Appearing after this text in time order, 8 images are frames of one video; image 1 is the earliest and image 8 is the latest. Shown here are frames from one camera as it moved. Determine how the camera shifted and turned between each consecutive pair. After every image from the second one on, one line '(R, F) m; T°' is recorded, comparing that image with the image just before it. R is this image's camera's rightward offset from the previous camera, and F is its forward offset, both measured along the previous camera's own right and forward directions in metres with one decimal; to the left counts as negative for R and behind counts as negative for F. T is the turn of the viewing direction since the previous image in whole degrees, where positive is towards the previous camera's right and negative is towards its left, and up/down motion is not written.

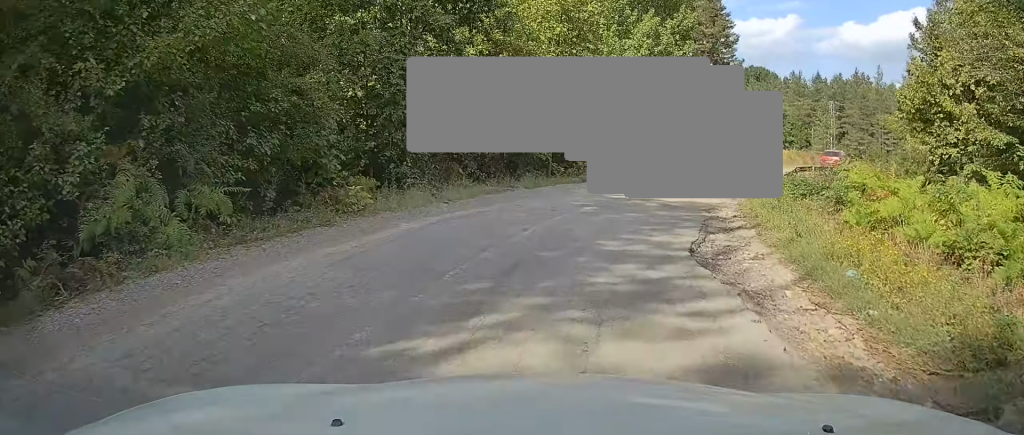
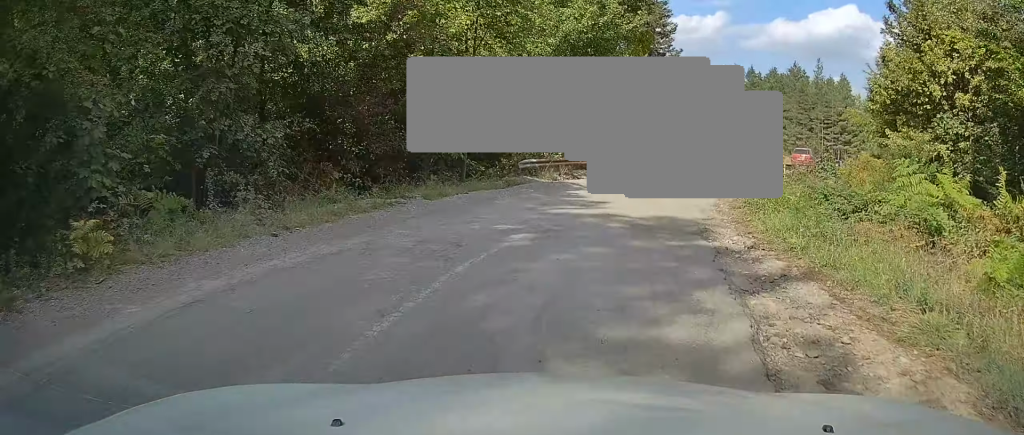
(0.0, +5.7) m; +6°
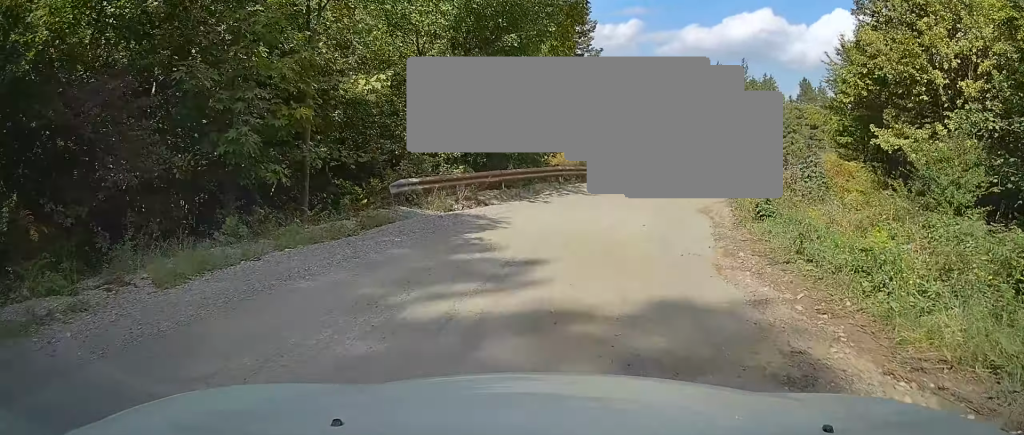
(+0.8, +6.8) m; +11°
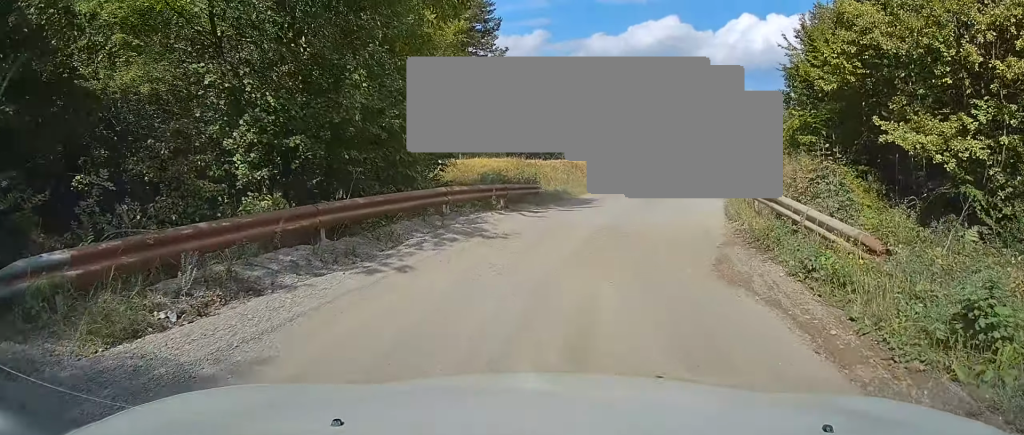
(+0.9, +7.6) m; +9°
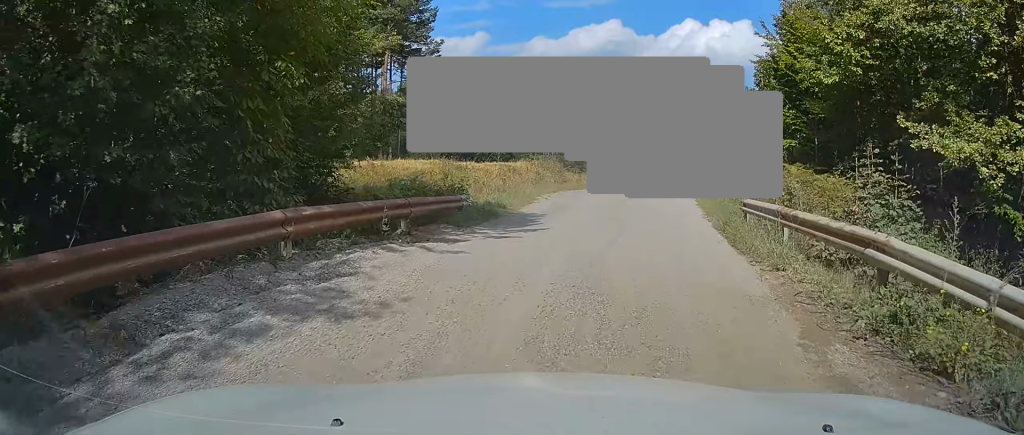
(+0.2, +4.9) m; +5°
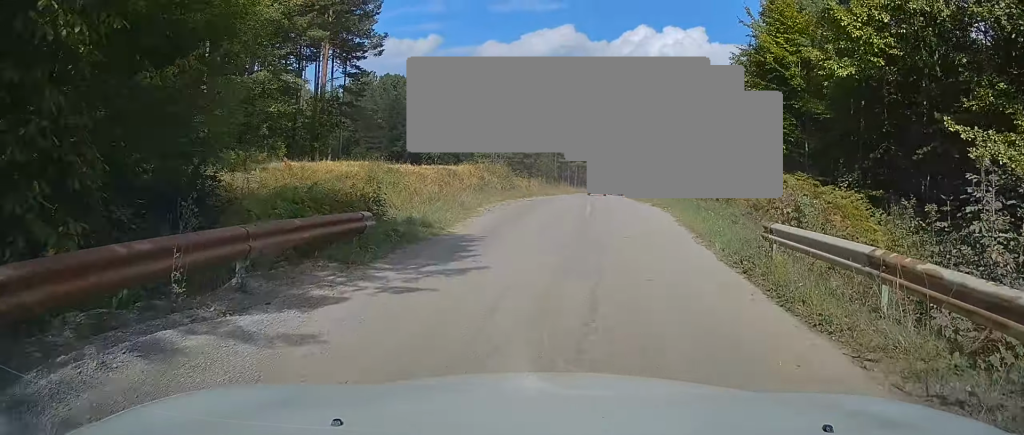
(-0.1, +4.1) m; +4°
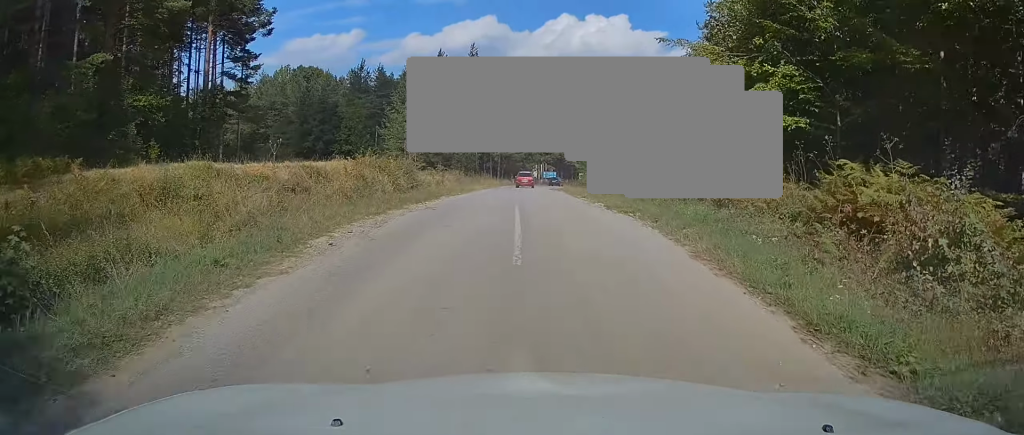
(+0.9, +8.3) m; +7°
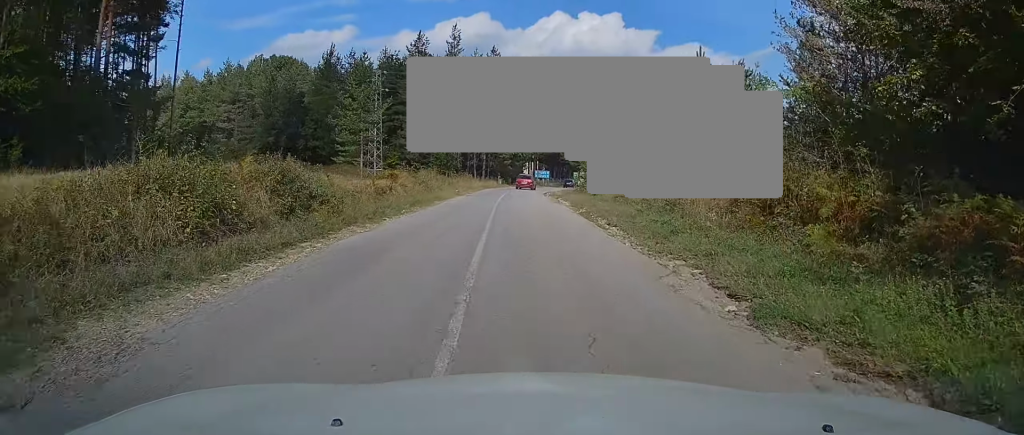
(+0.3, +13.9) m; 0°
